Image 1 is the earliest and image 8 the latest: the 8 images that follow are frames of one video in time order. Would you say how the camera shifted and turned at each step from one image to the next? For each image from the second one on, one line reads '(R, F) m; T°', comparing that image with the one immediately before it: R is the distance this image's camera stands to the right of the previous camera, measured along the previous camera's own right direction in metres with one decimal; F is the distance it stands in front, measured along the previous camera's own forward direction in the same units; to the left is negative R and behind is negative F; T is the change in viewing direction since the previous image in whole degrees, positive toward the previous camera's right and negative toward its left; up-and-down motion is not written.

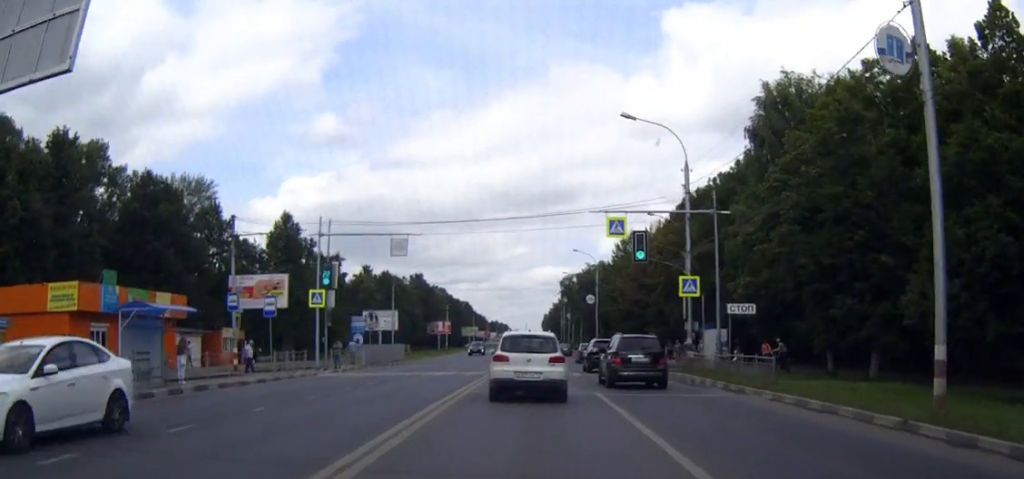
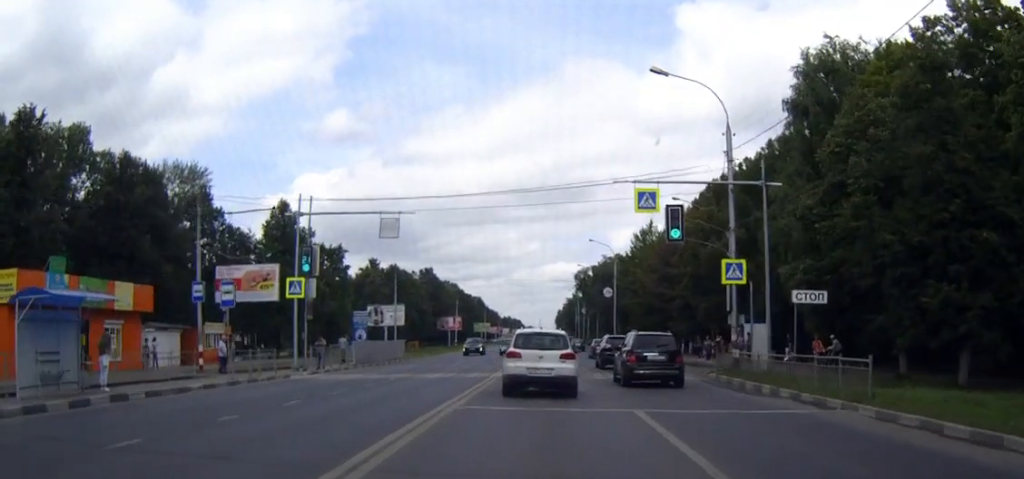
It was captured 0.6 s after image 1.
(-0.1, +6.3) m; -1°
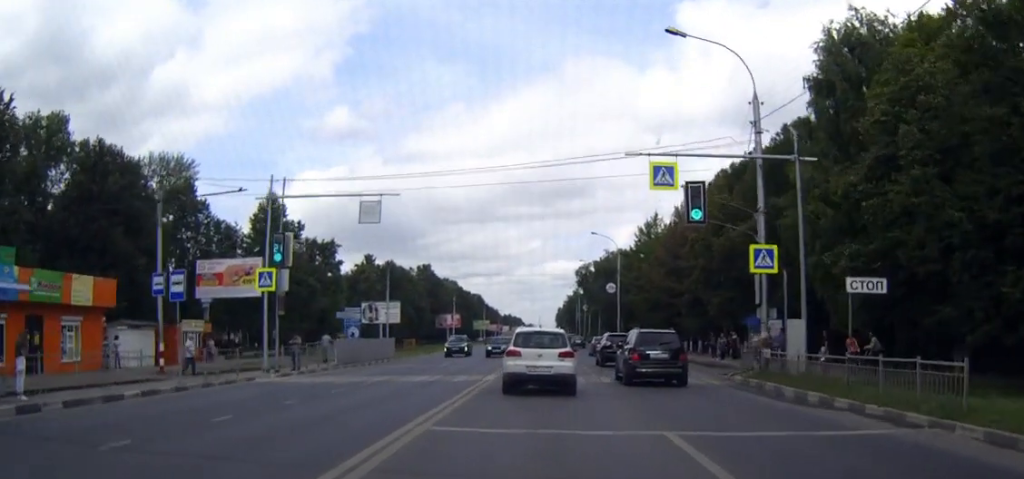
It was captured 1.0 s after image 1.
(0.0, +4.2) m; 0°
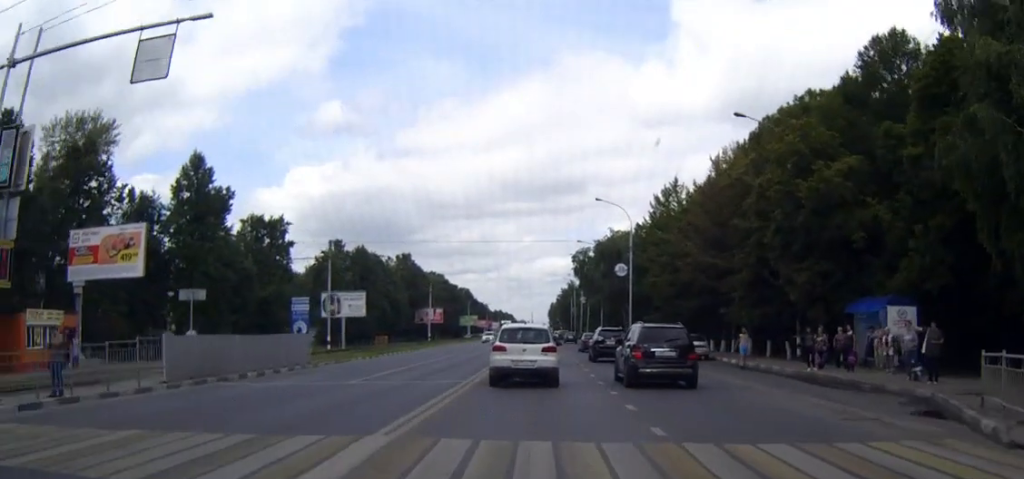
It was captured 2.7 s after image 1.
(-0.1, +19.3) m; 0°
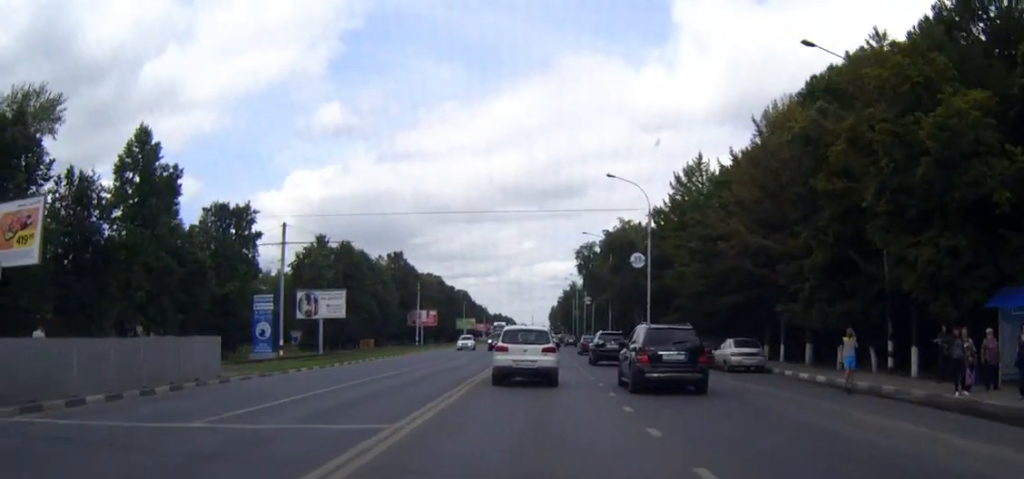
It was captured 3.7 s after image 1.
(0.0, +11.5) m; 0°
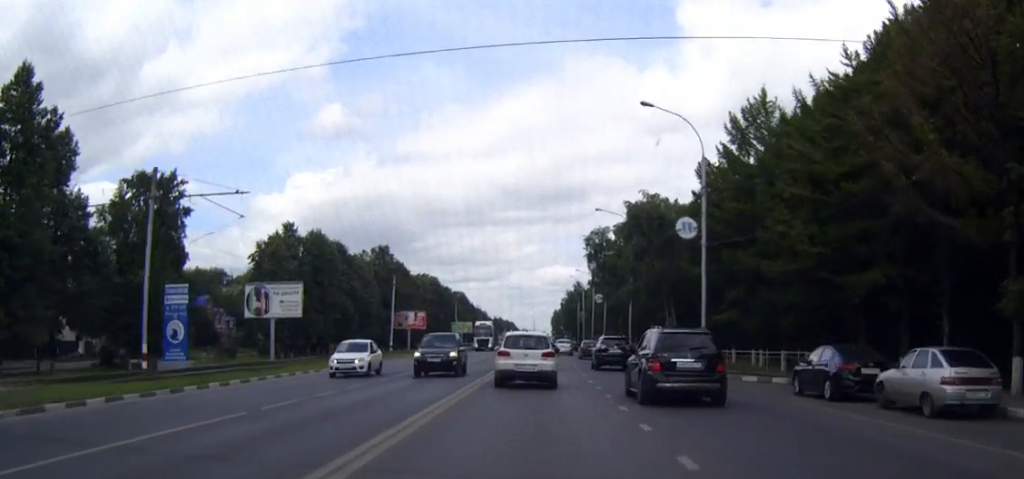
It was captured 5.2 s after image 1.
(0.0, +18.6) m; 0°
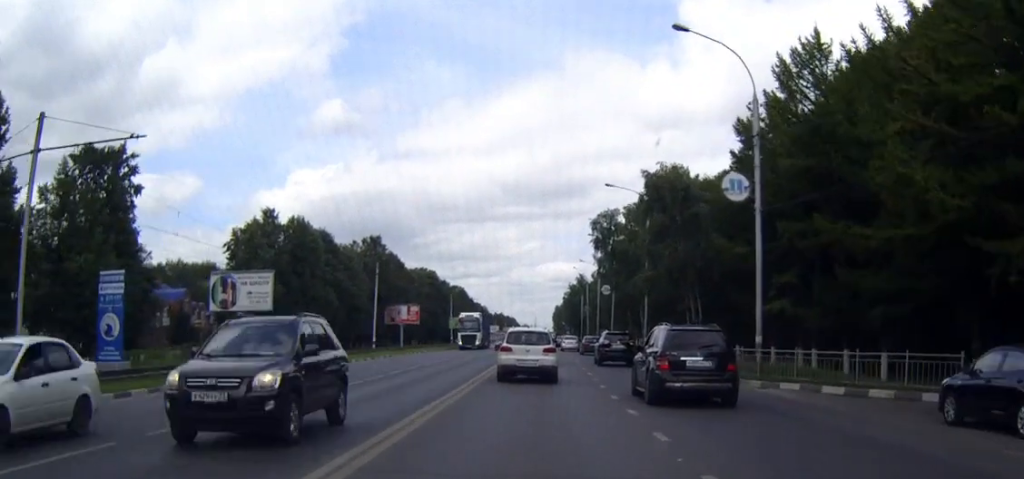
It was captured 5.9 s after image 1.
(0.0, +9.5) m; 0°
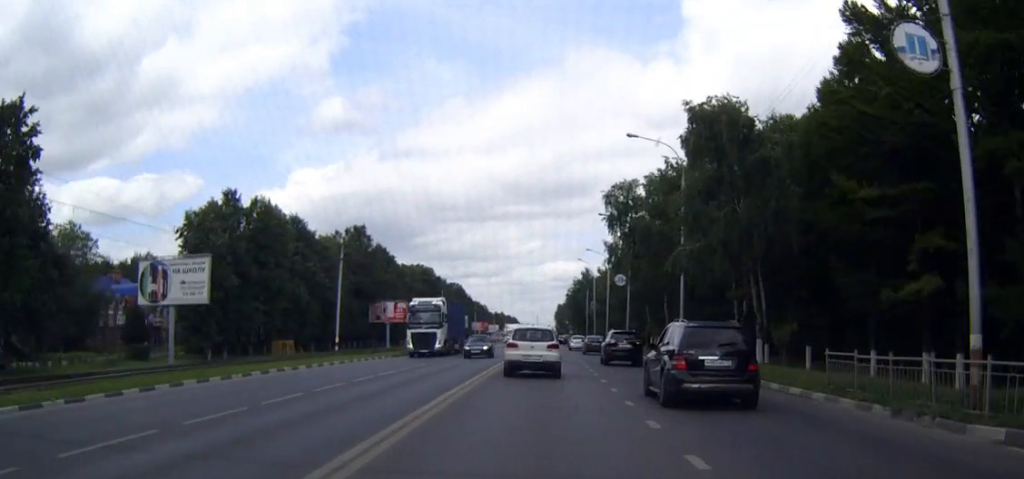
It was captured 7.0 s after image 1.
(0.0, +14.6) m; 0°
